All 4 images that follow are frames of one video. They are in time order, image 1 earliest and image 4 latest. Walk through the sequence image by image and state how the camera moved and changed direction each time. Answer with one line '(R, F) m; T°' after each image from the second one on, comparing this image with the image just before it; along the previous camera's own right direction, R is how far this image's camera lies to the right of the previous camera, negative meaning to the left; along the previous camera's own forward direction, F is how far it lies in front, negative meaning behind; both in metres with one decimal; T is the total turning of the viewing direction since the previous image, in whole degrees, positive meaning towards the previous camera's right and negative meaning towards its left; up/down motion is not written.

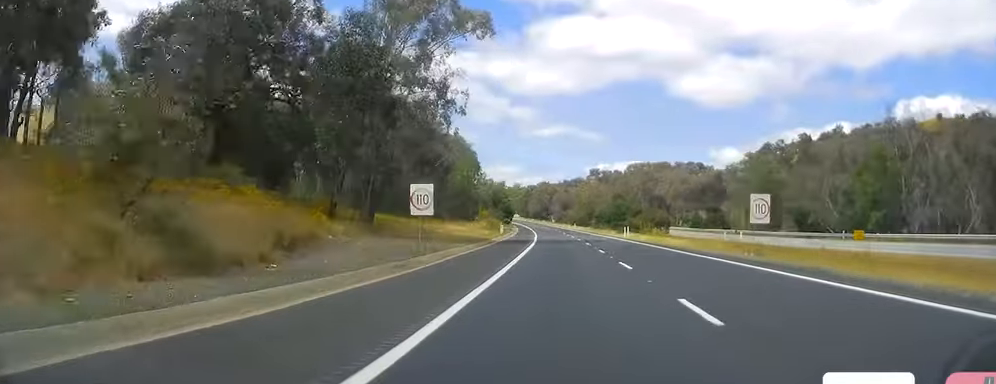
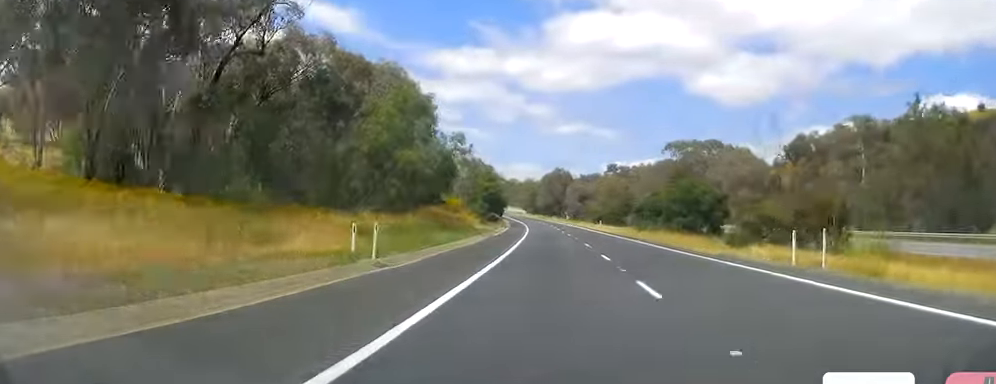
(-0.7, +56.2) m; -1°
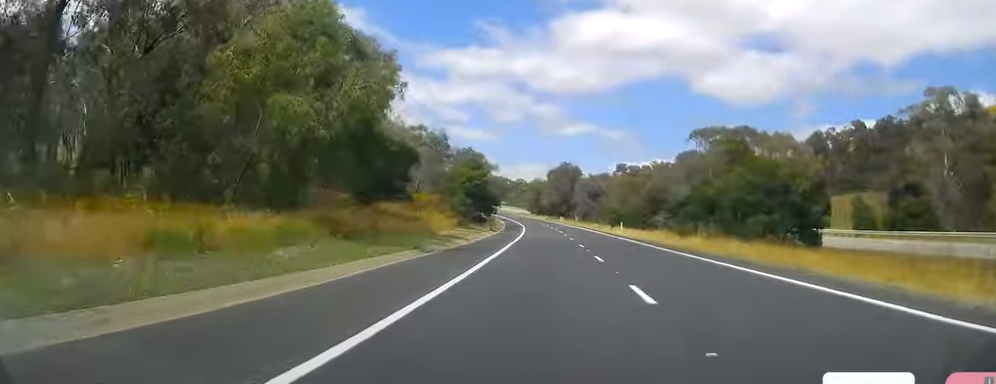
(-0.2, +24.9) m; -1°
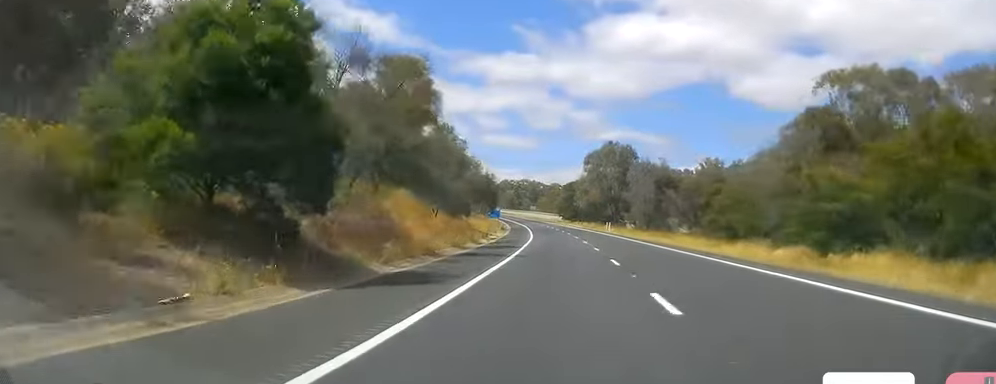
(-1.3, +60.9) m; -2°
